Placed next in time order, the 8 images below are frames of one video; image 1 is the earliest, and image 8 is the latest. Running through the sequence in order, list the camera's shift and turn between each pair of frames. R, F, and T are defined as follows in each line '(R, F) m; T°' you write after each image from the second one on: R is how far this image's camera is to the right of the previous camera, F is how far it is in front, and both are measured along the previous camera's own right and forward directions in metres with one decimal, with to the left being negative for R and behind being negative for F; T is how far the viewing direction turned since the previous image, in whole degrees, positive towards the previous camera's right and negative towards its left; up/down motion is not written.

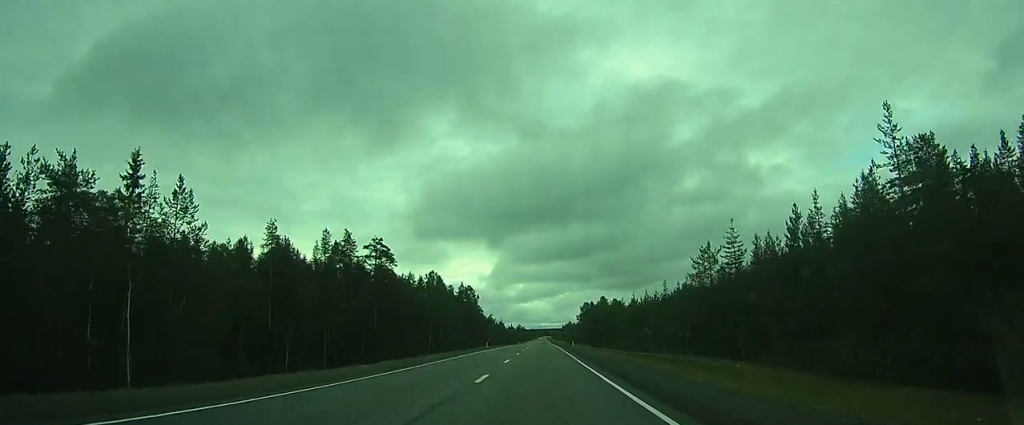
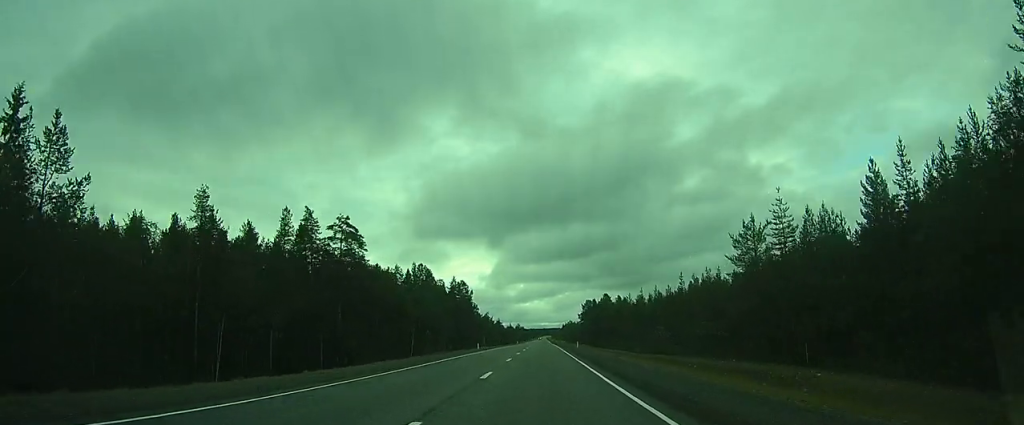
(0.0, +10.3) m; 0°
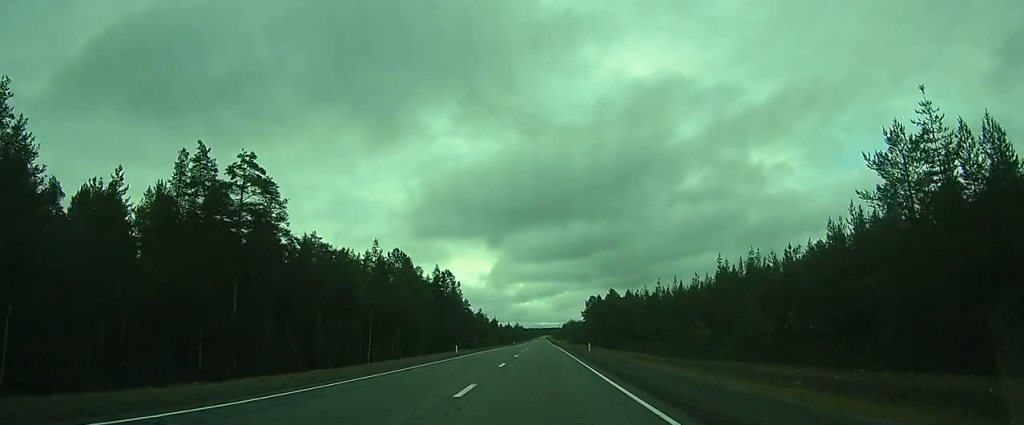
(+0.1, +16.9) m; 0°
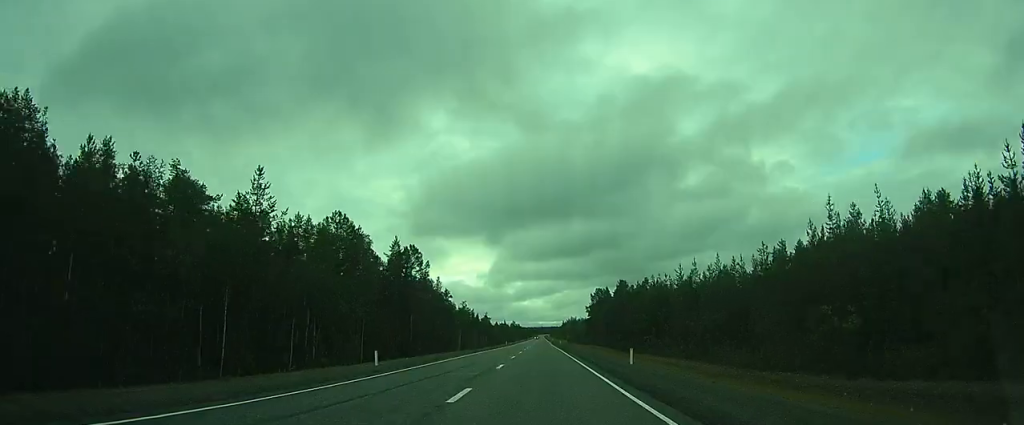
(0.0, +23.6) m; 0°
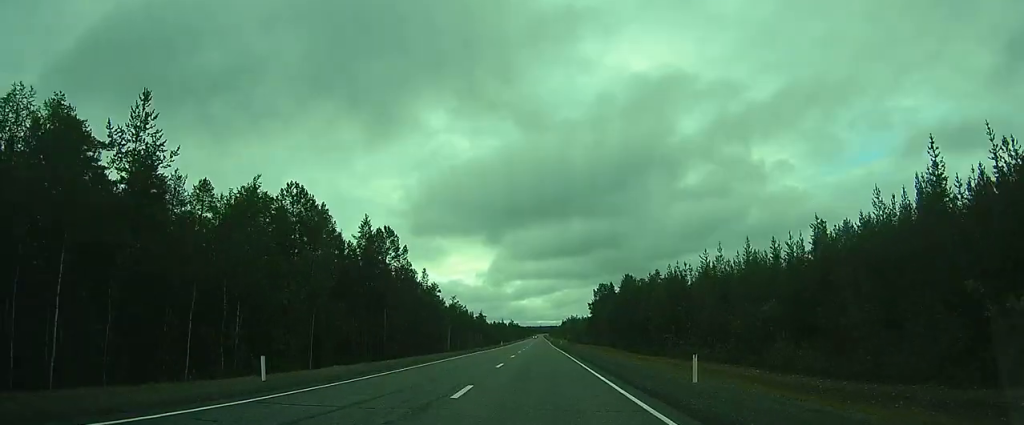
(0.0, +10.3) m; 0°
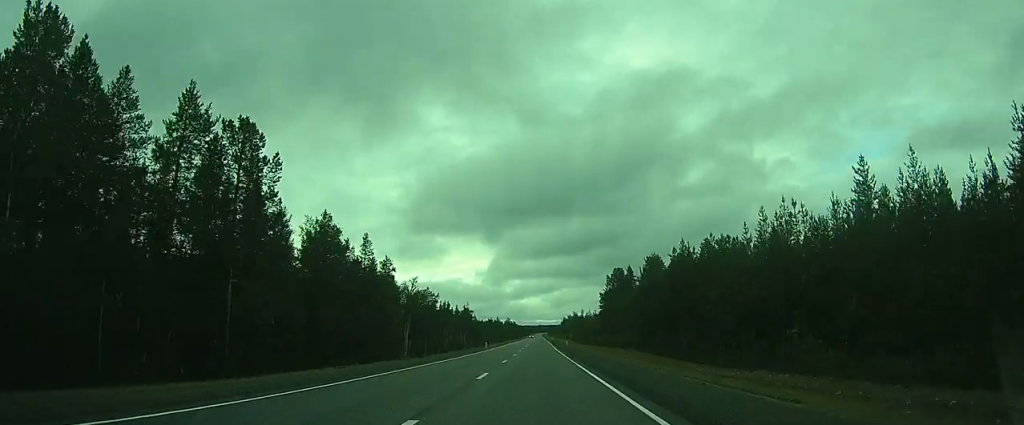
(0.0, +27.0) m; 0°
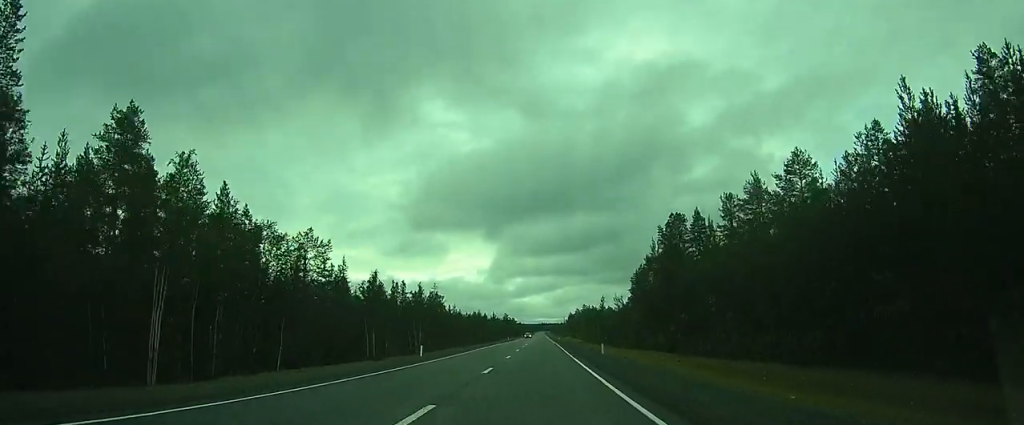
(0.0, +41.6) m; 0°
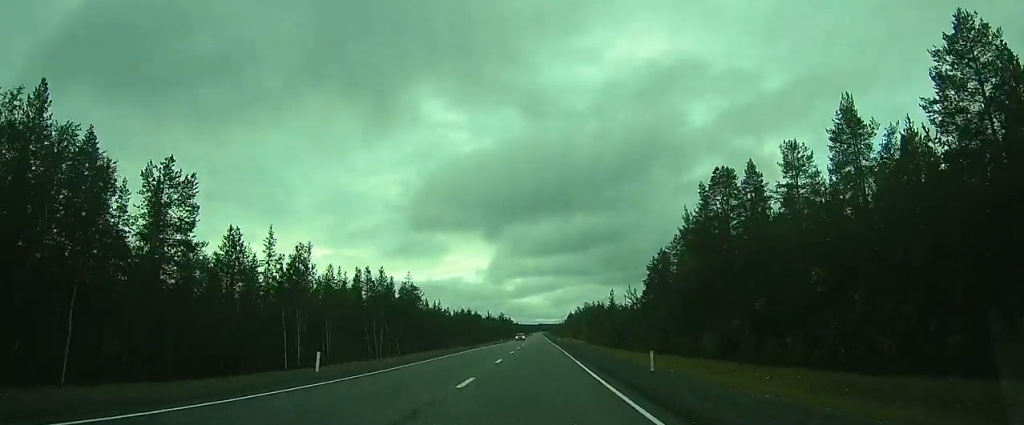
(0.0, +19.8) m; 0°
